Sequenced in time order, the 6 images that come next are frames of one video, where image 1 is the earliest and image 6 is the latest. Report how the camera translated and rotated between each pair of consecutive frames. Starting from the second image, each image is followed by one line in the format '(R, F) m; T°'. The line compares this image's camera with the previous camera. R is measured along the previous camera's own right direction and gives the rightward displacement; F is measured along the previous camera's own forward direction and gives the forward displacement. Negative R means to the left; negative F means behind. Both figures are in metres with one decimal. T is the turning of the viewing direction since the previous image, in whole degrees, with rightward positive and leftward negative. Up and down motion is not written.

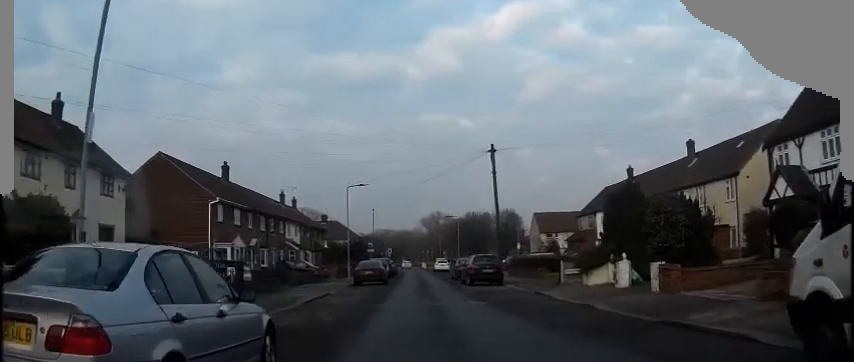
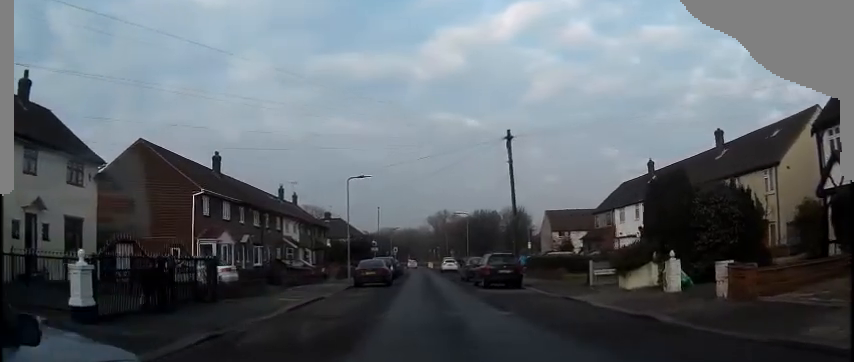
(0.0, +3.7) m; -1°
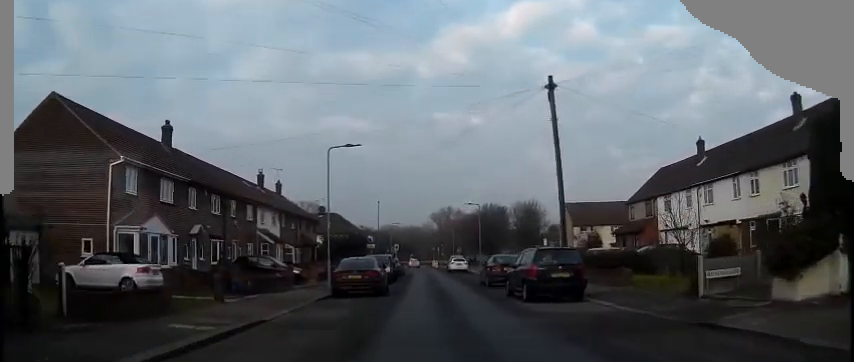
(0.0, +9.6) m; -1°
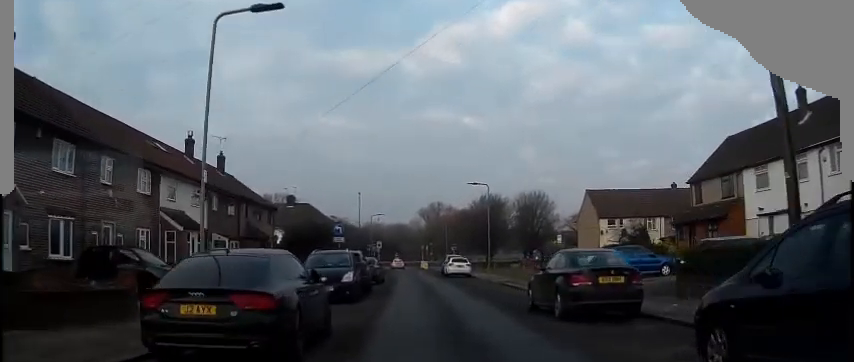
(+0.1, +15.1) m; +1°
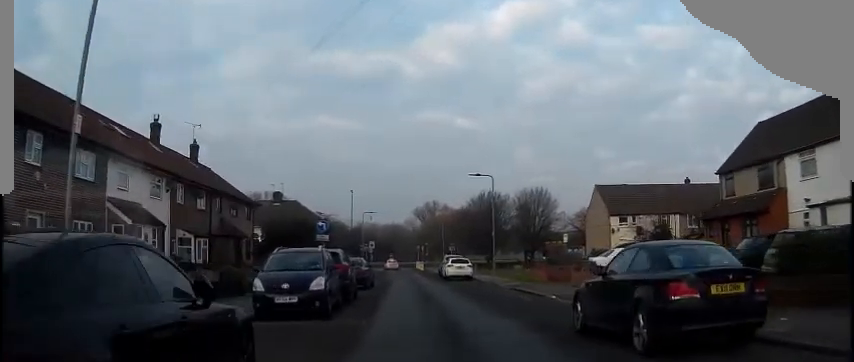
(0.0, +5.1) m; 0°
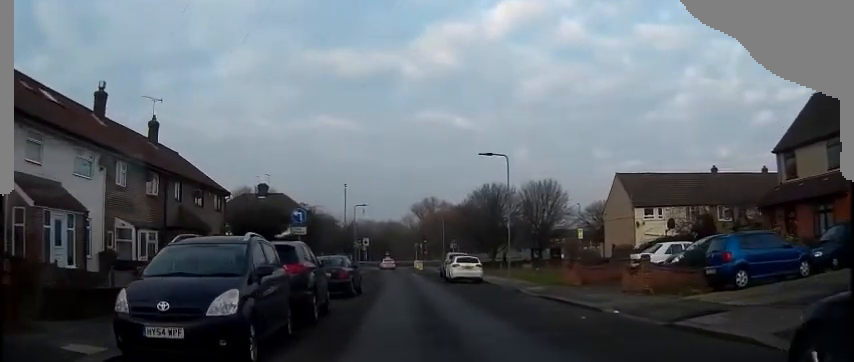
(0.0, +7.0) m; 0°
